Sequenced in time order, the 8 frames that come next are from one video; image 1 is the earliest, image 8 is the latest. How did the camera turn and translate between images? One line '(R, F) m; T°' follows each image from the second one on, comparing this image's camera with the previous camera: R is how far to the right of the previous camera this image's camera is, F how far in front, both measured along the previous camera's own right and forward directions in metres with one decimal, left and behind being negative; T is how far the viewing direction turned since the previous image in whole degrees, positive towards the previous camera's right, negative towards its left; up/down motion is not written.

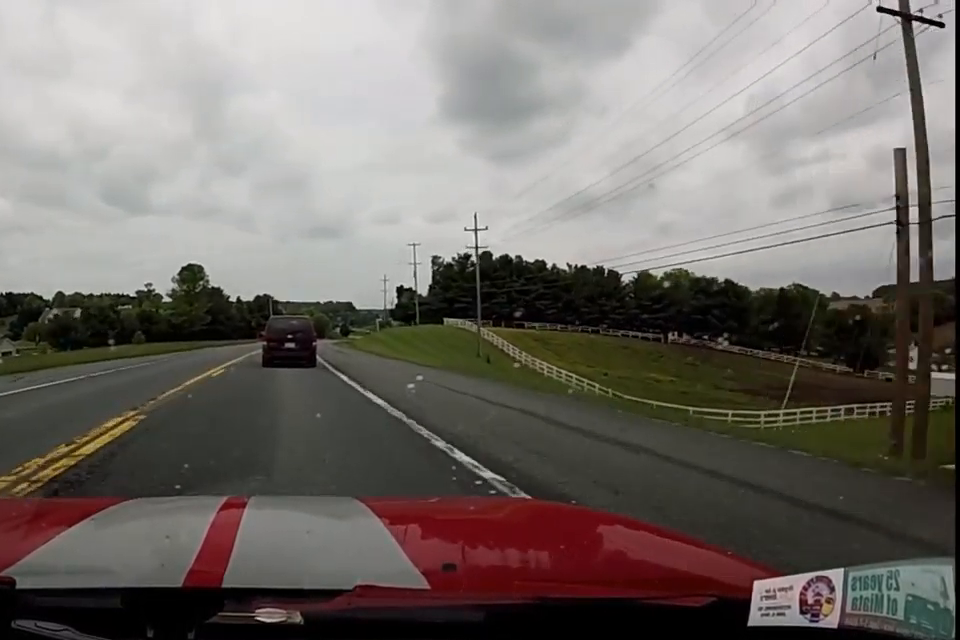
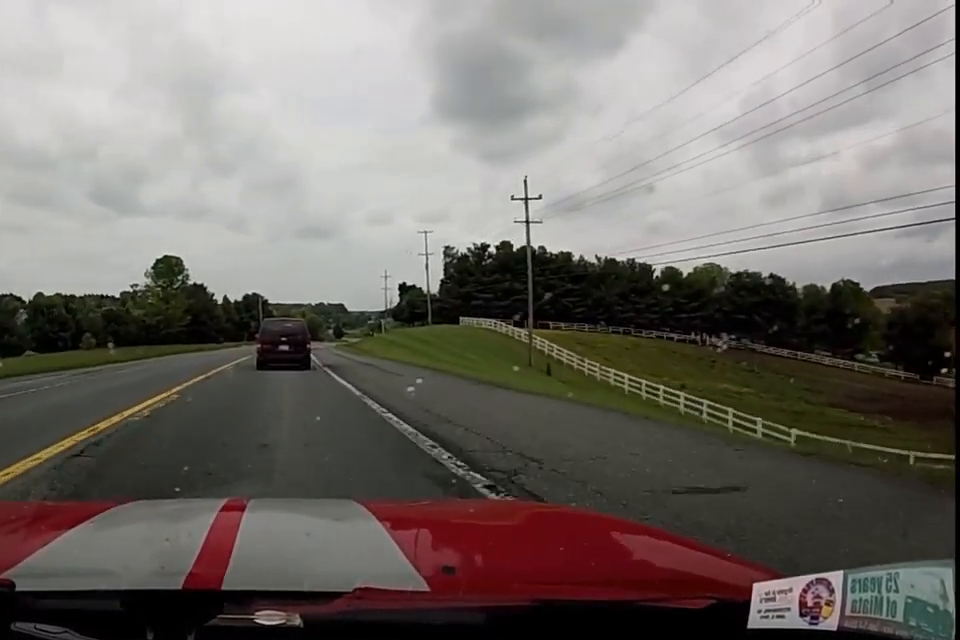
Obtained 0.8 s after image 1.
(0.0, +15.4) m; 0°
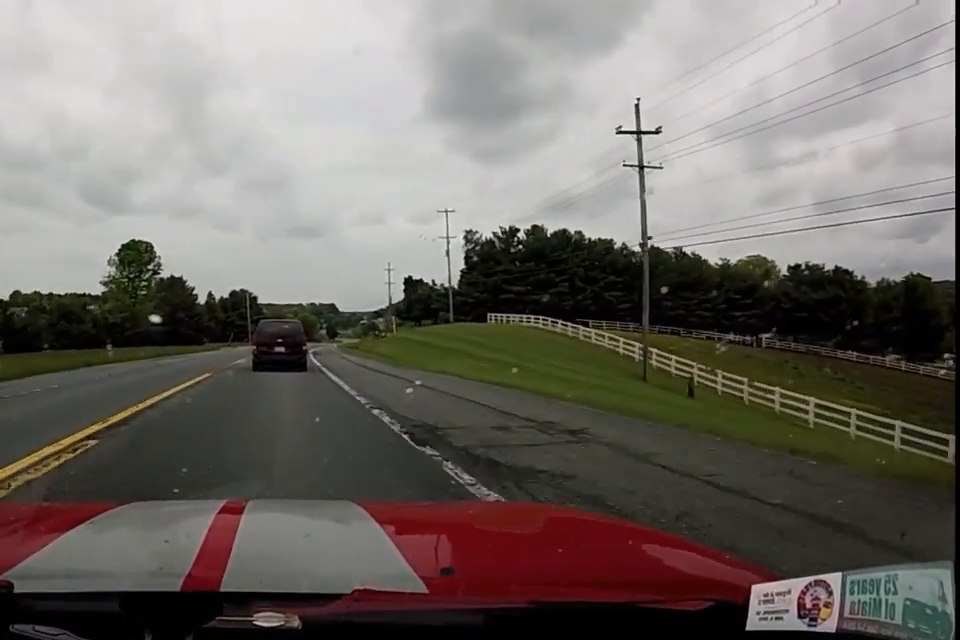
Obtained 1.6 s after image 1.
(0.0, +16.7) m; +2°
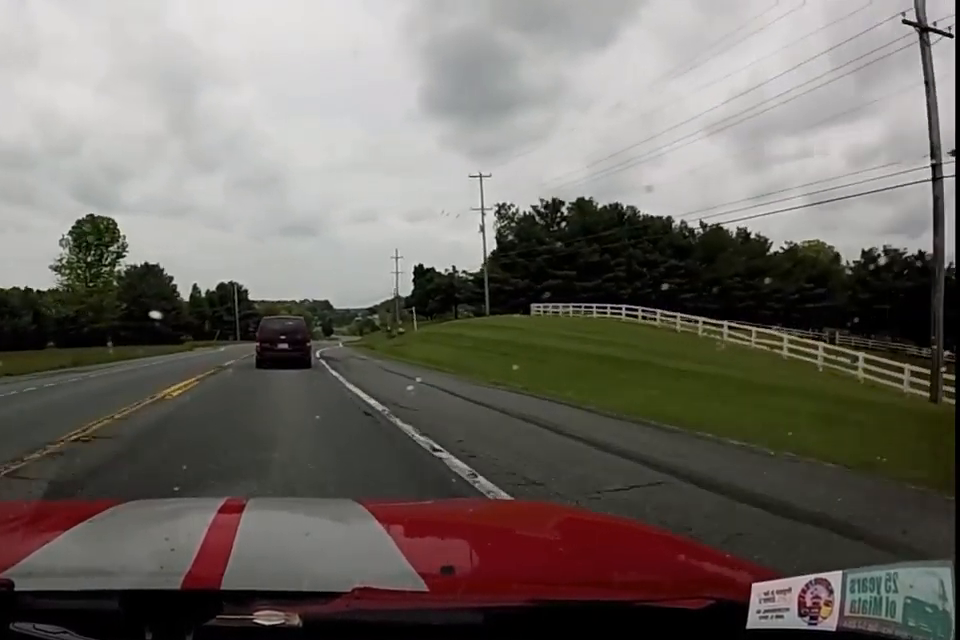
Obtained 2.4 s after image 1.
(+0.4, +16.1) m; +2°
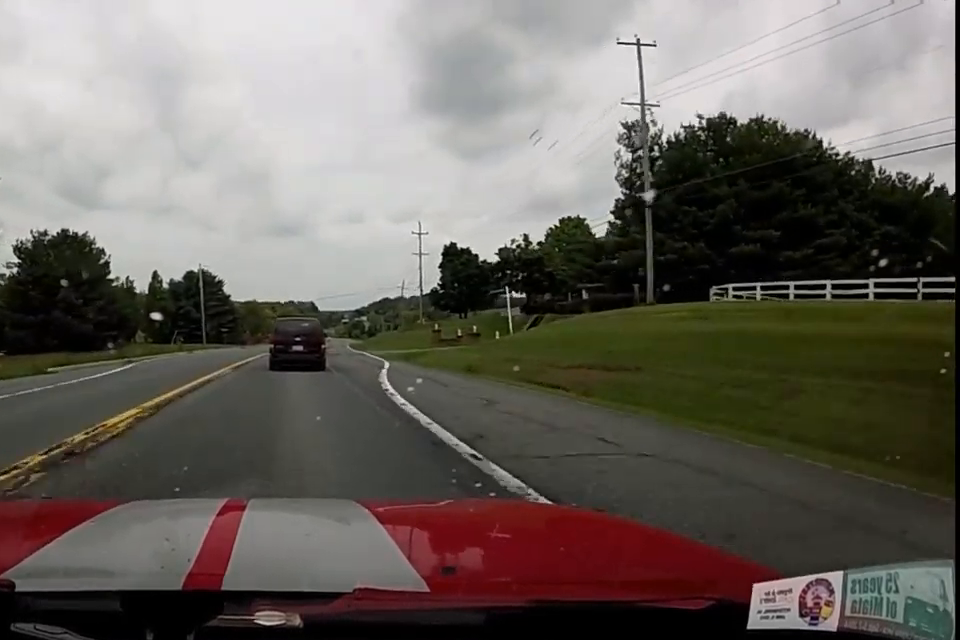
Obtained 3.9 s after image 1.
(+0.9, +31.1) m; +2°
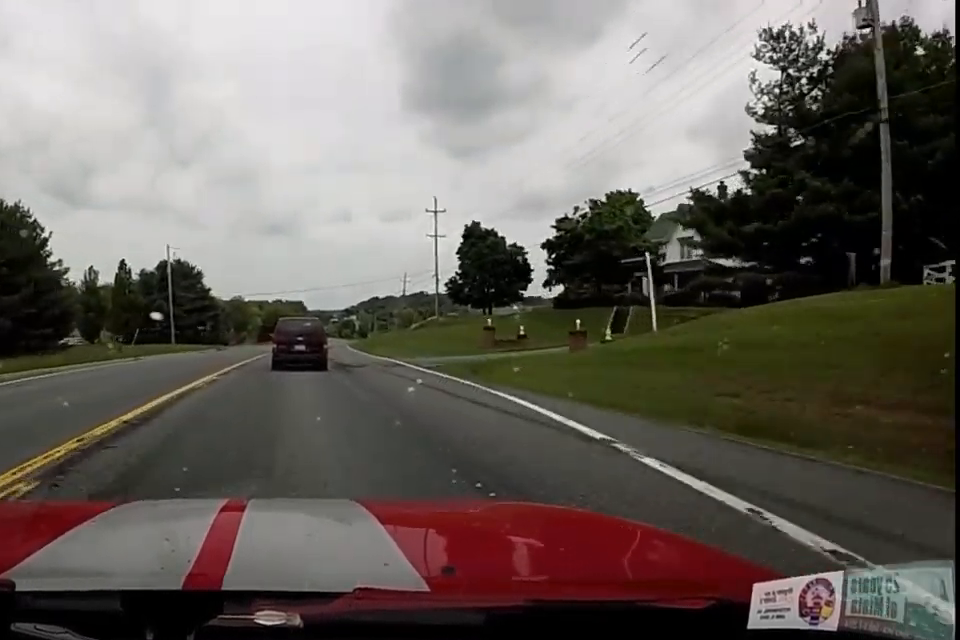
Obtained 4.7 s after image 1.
(+0.1, +15.7) m; 0°
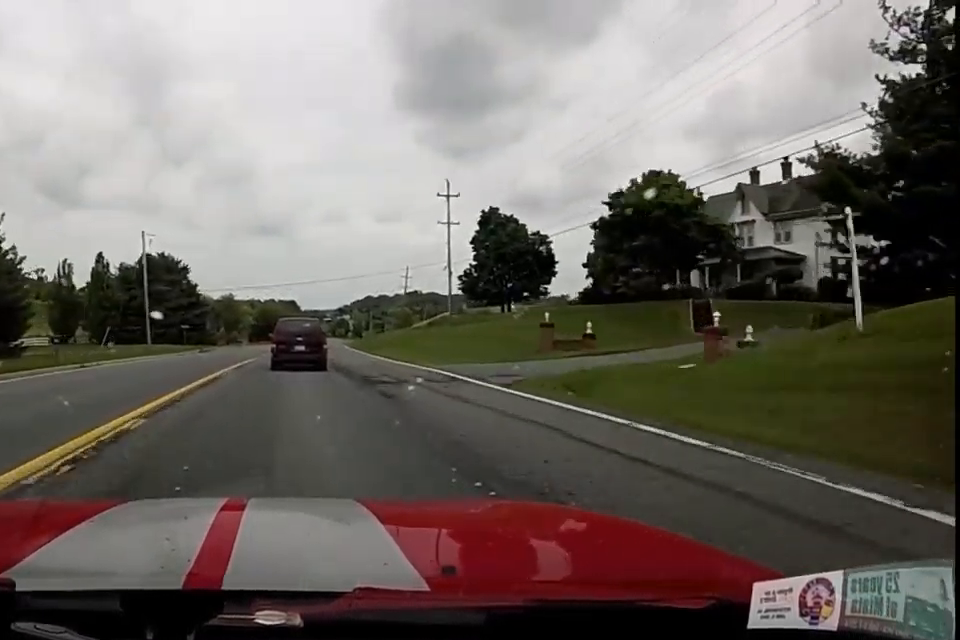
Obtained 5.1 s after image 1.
(0.0, +8.9) m; 0°
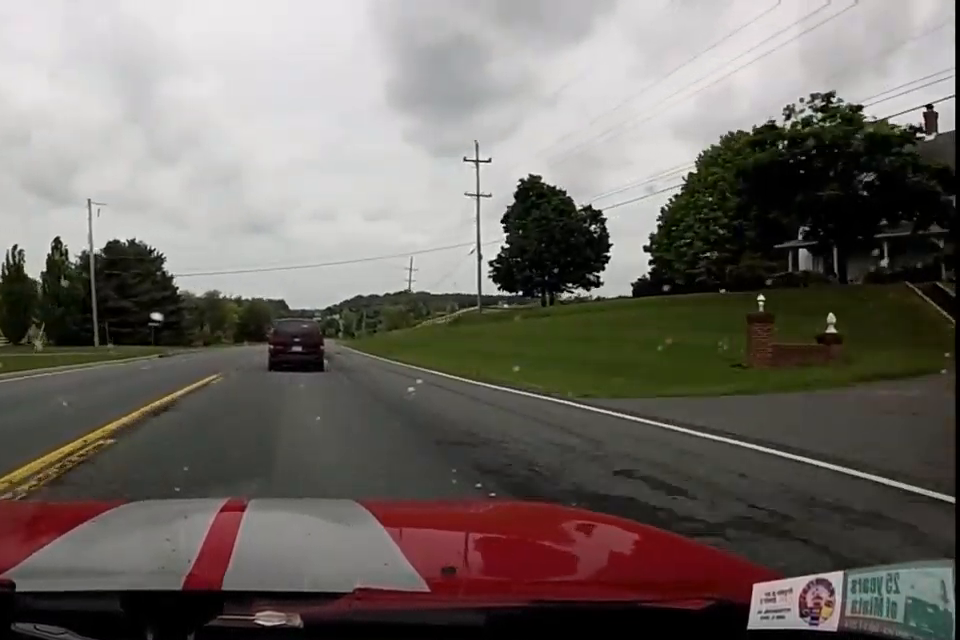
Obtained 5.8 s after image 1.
(0.0, +13.6) m; 0°
